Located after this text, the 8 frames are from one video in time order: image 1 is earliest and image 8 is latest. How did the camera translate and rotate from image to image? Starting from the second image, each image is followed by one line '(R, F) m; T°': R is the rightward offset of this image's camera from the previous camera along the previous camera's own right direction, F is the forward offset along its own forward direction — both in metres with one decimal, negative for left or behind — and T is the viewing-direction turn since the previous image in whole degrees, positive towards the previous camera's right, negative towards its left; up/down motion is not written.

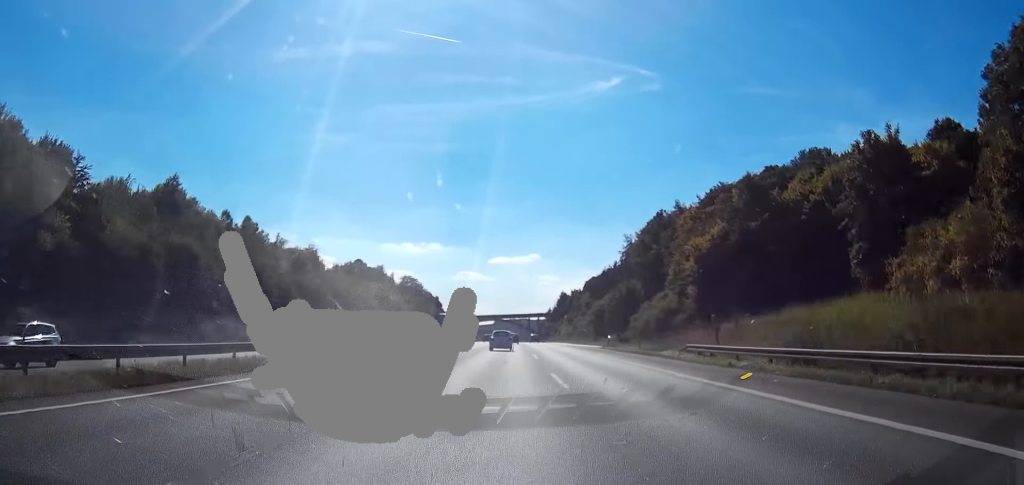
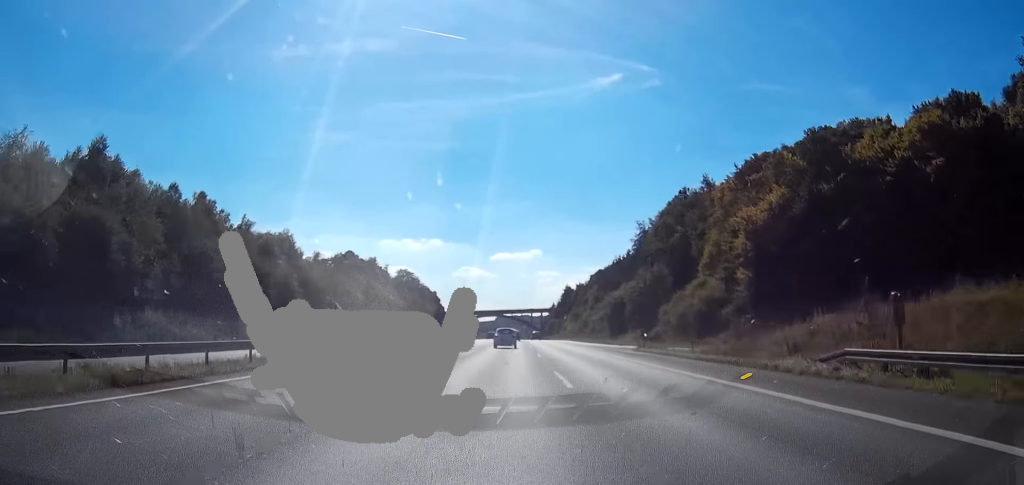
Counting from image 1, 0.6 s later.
(0.0, +18.5) m; 0°
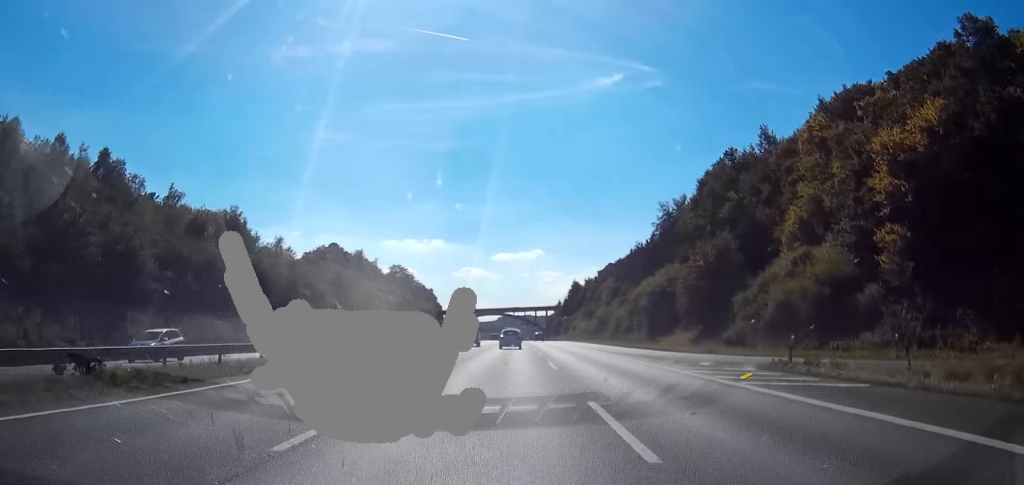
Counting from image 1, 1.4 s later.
(0.0, +27.1) m; 0°
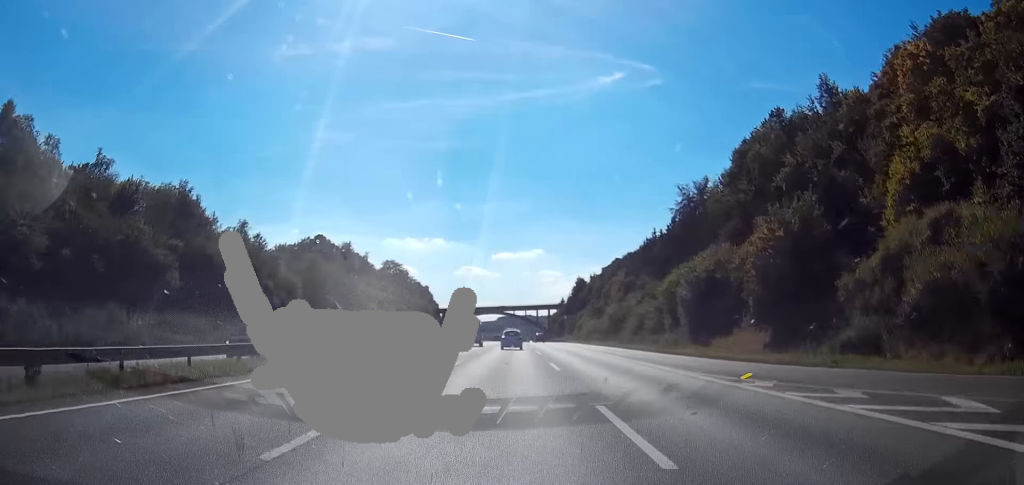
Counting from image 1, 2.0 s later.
(-0.1, +18.5) m; 0°
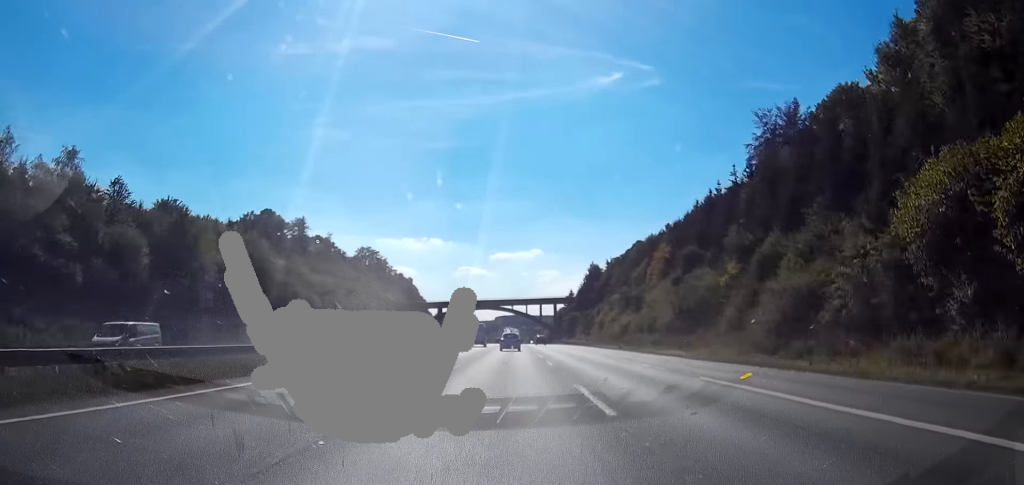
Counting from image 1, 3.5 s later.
(-0.1, +49.5) m; 0°
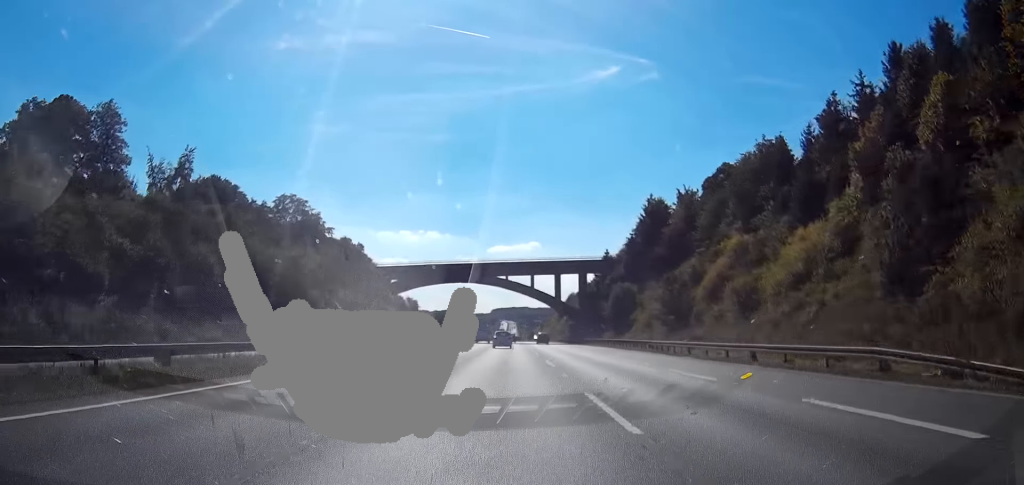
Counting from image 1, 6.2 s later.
(+0.6, +92.3) m; +1°
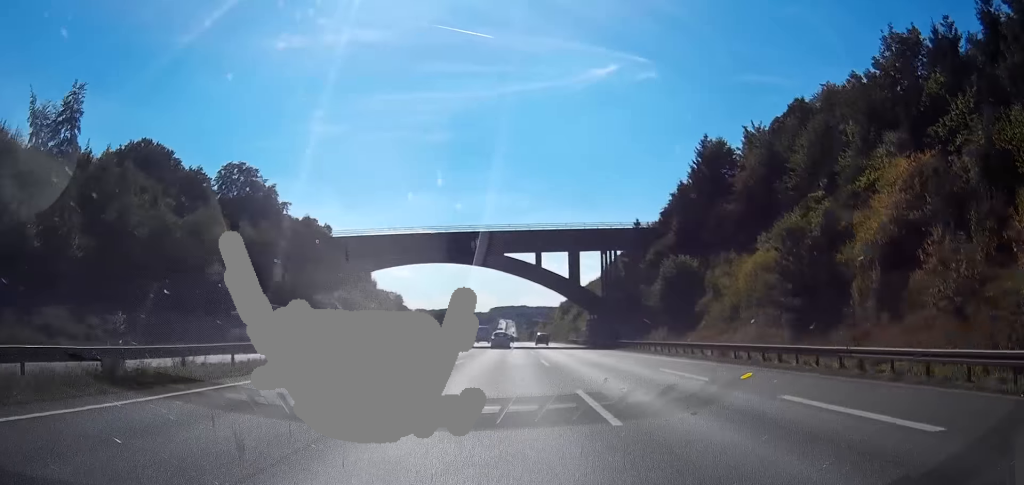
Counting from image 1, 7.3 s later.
(+0.1, +34.8) m; 0°
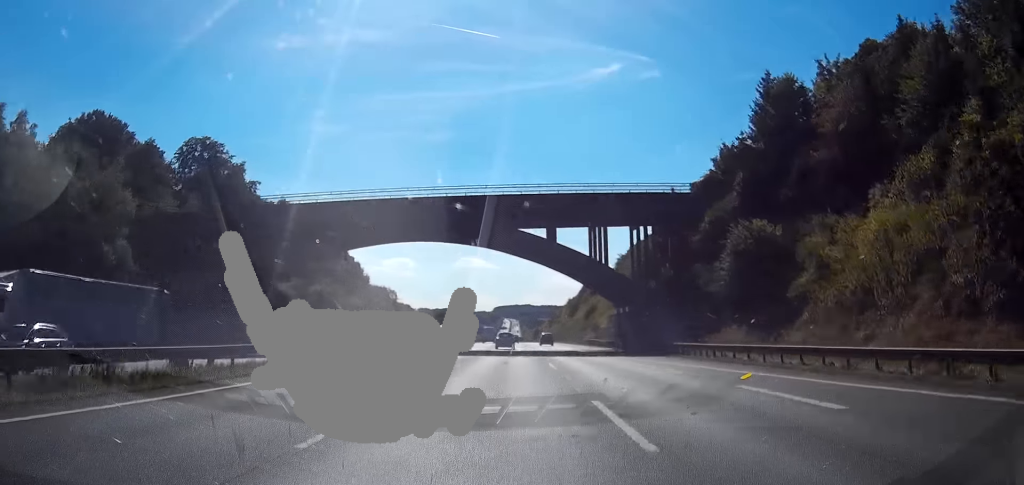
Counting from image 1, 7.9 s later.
(+0.1, +20.4) m; 0°
